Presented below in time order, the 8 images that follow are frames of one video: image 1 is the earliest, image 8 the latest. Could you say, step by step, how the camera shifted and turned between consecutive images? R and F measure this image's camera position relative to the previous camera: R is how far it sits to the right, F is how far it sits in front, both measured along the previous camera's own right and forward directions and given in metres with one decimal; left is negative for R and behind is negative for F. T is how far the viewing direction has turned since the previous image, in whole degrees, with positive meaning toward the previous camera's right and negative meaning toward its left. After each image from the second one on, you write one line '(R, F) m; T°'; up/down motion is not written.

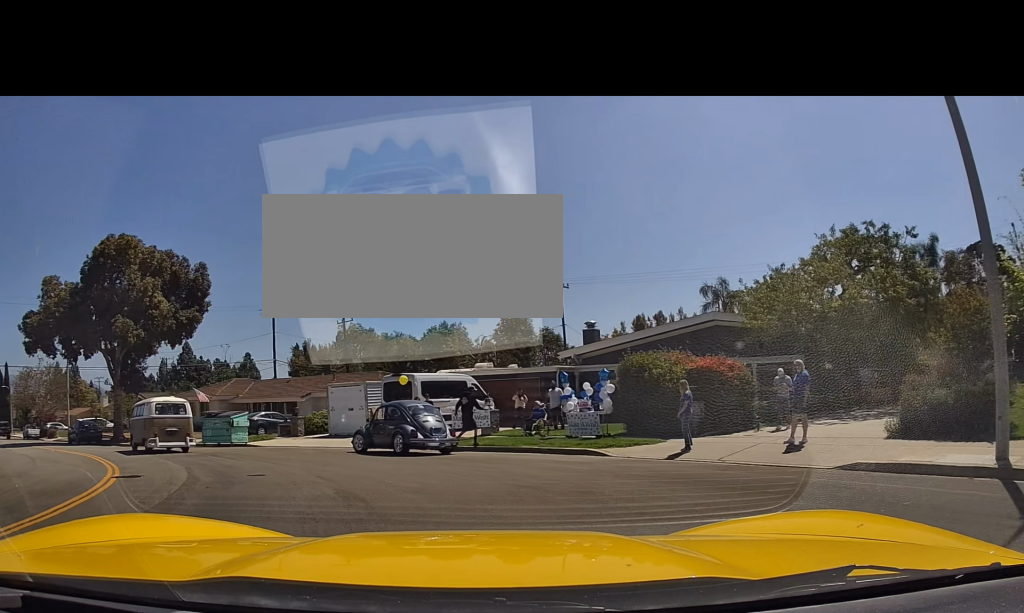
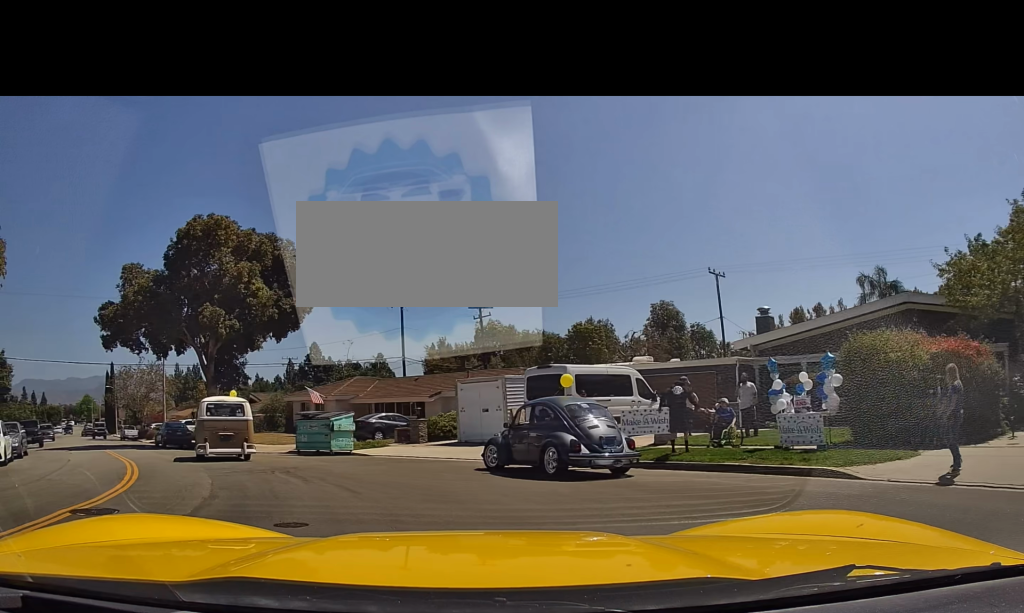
(-1.2, +5.0) m; -19°
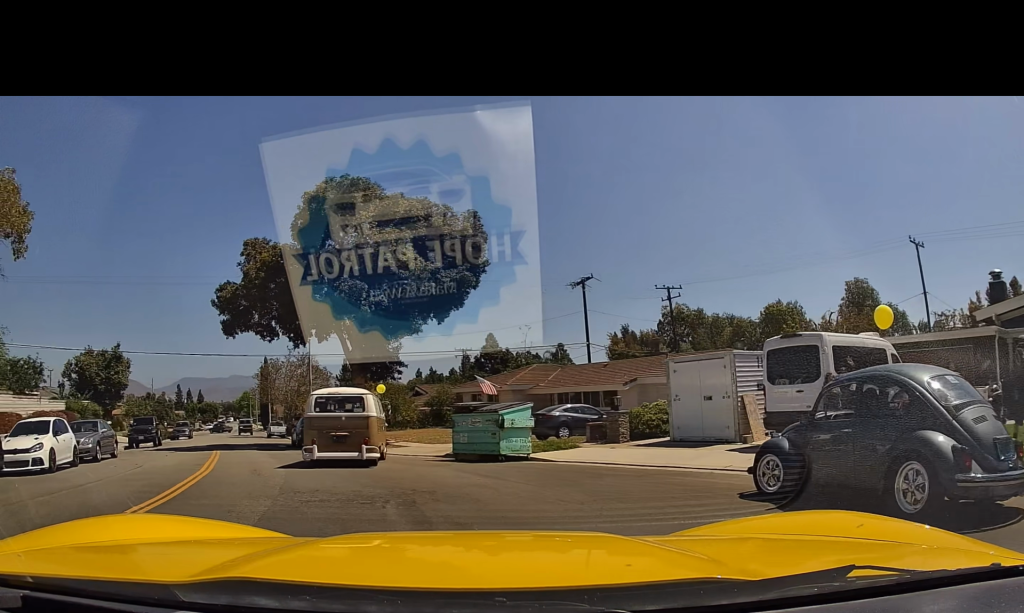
(-0.3, +5.7) m; -15°
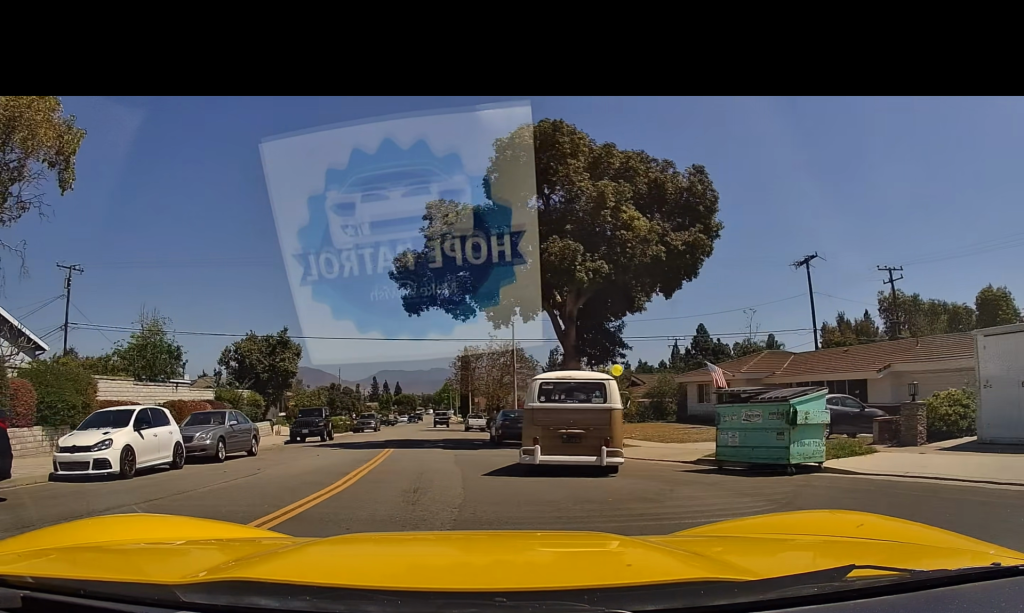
(-1.2, +4.8) m; -21°
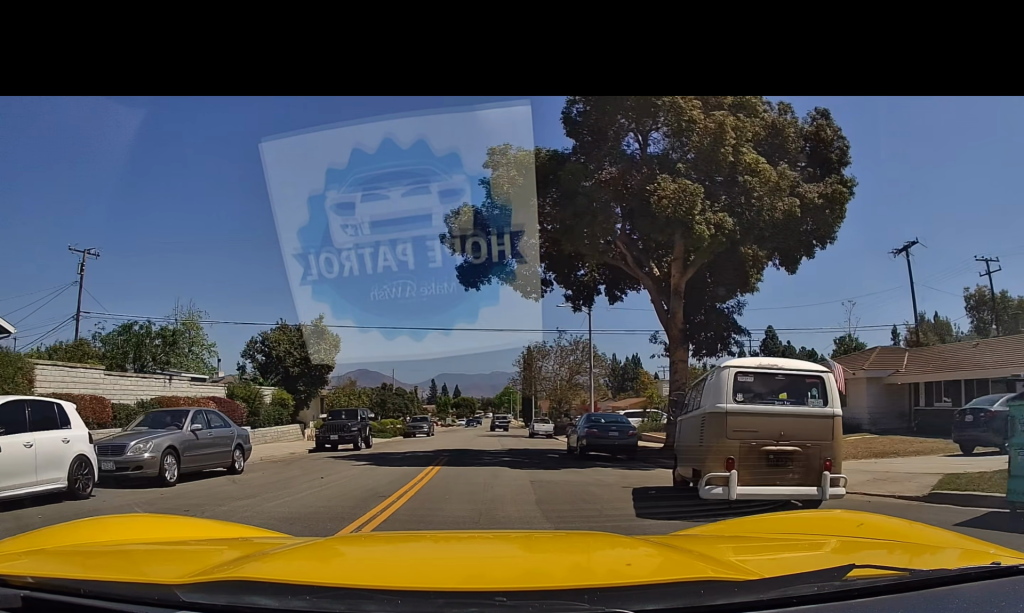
(-0.5, +5.5) m; -7°
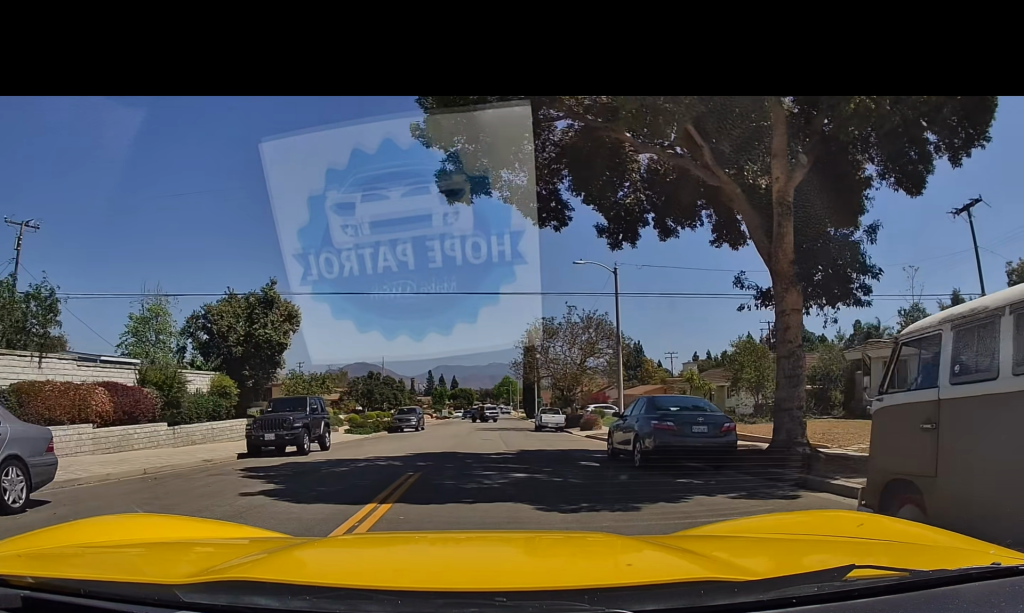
(-0.4, +5.8) m; -7°
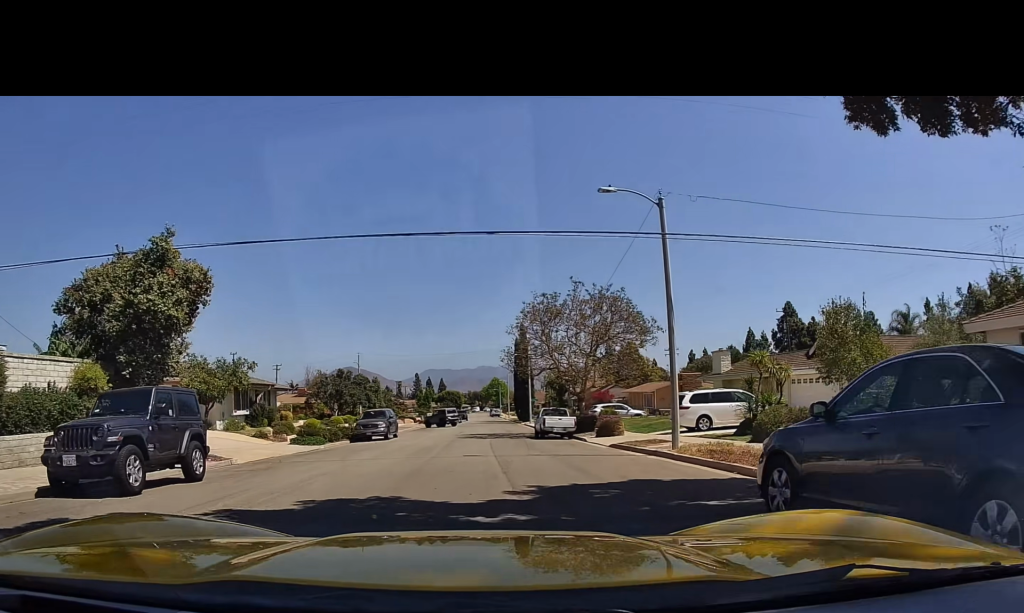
(-0.2, +7.3) m; +1°
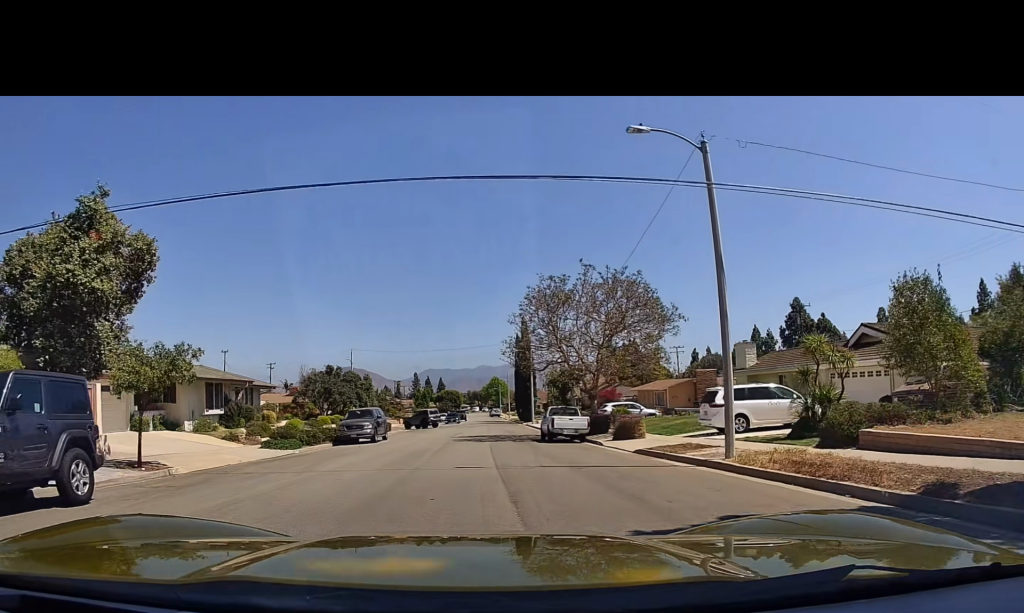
(+0.1, +3.5) m; +2°
